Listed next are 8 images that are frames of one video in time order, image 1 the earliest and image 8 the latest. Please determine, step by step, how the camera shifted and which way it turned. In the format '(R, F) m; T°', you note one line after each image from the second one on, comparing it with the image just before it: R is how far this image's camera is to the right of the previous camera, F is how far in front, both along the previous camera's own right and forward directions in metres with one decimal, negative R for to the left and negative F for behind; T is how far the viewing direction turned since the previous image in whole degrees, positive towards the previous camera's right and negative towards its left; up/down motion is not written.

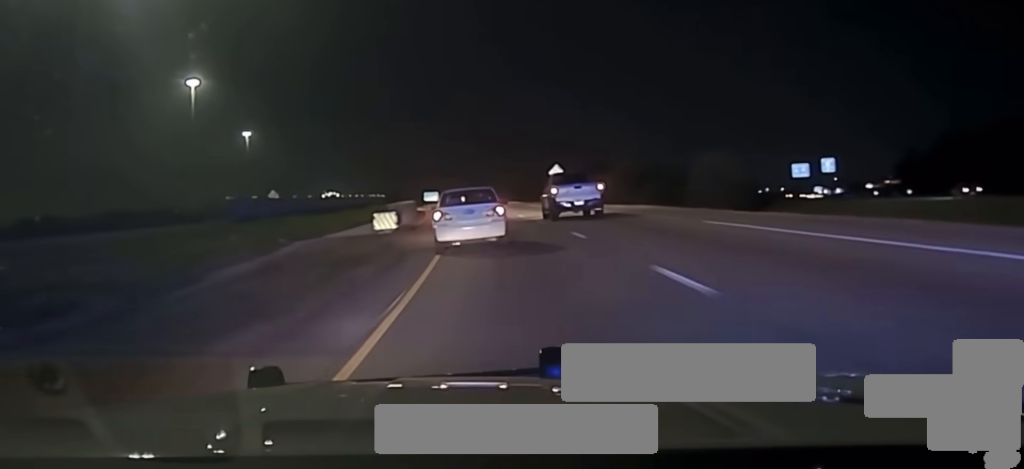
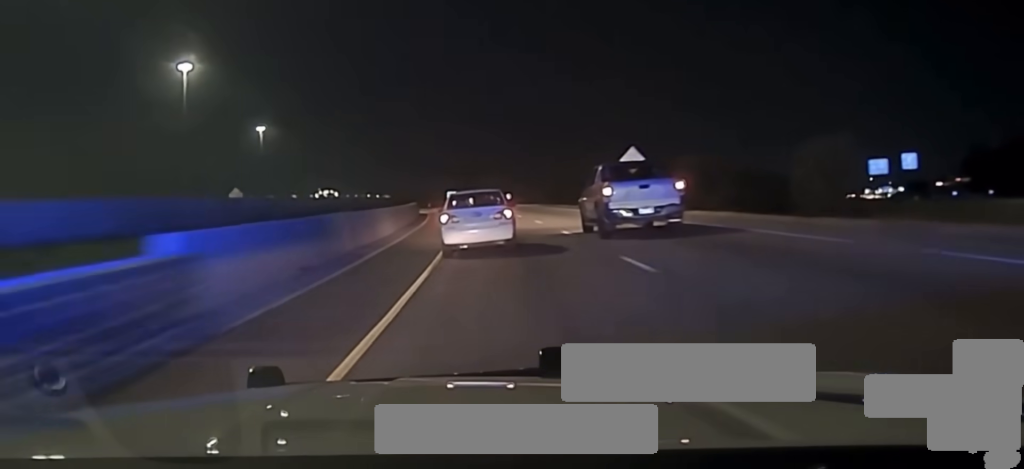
(-0.6, +31.4) m; -2°
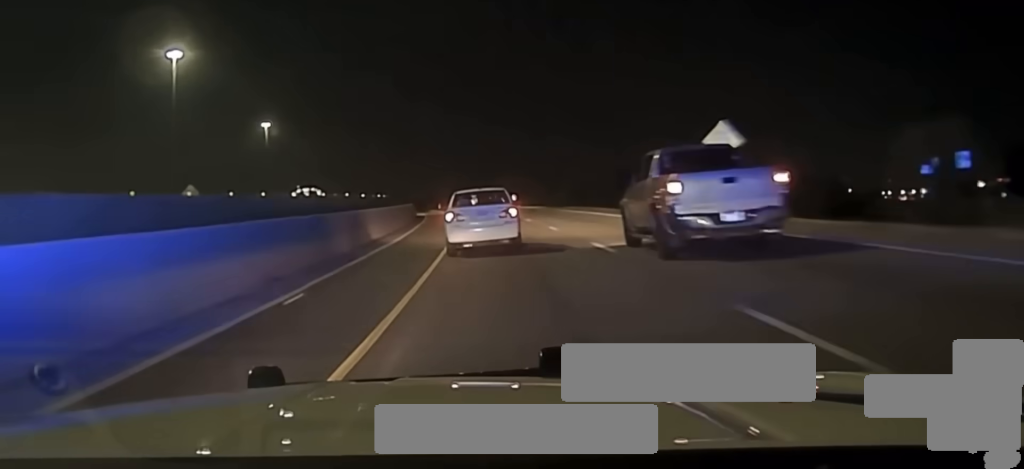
(-0.1, +20.1) m; -1°
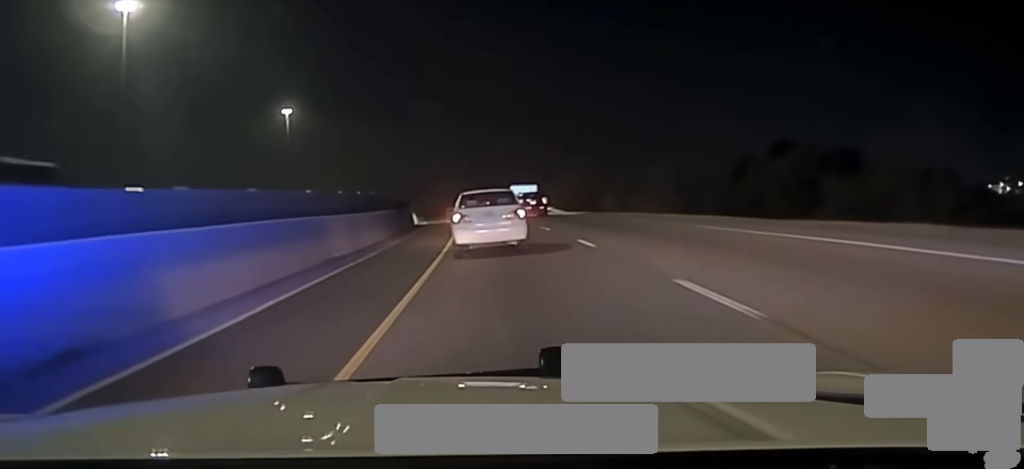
(-1.7, +56.1) m; -3°
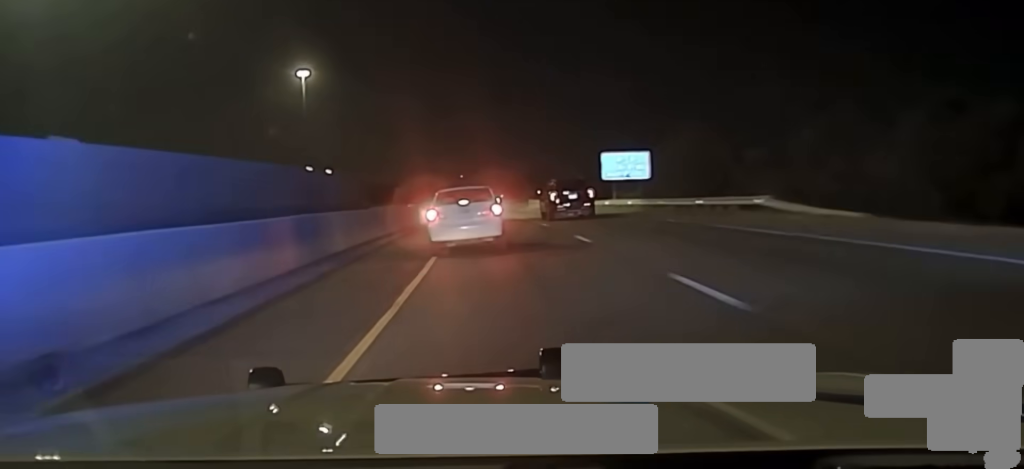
(-2.3, +60.6) m; -4°
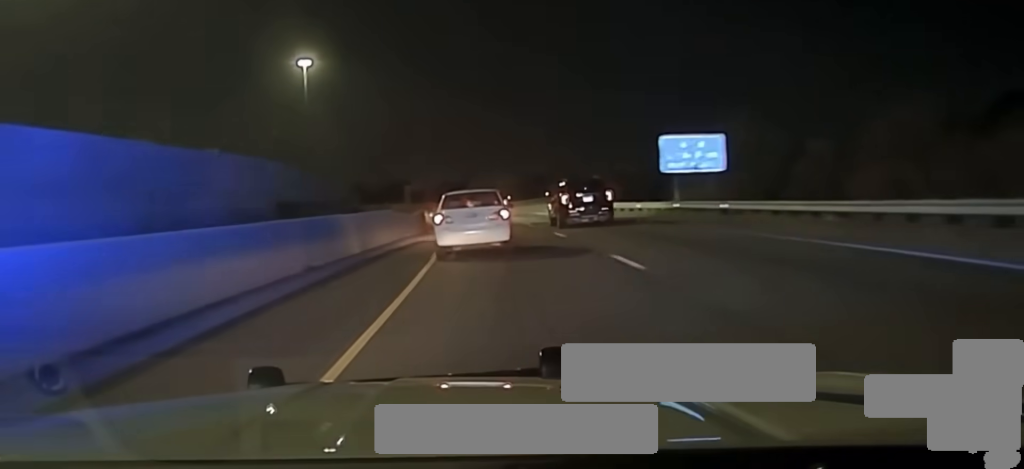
(-0.2, +19.6) m; -1°
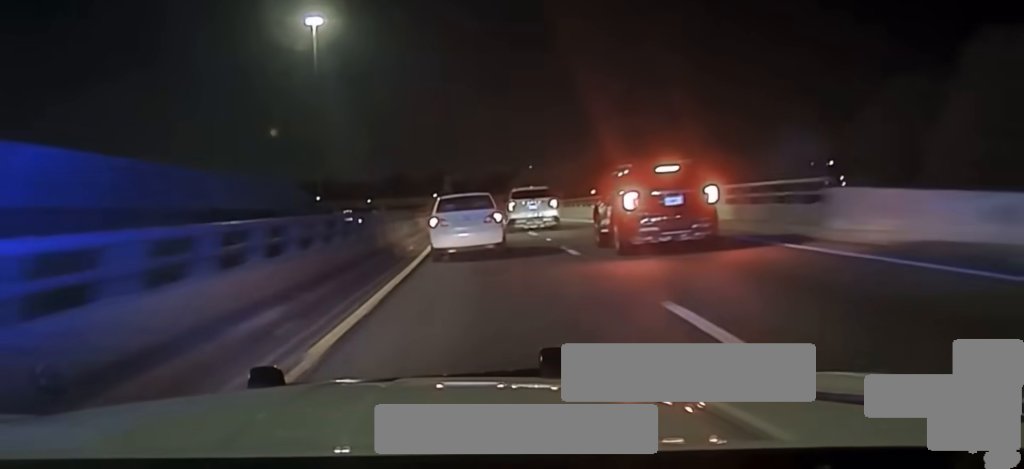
(-0.8, +54.5) m; -3°
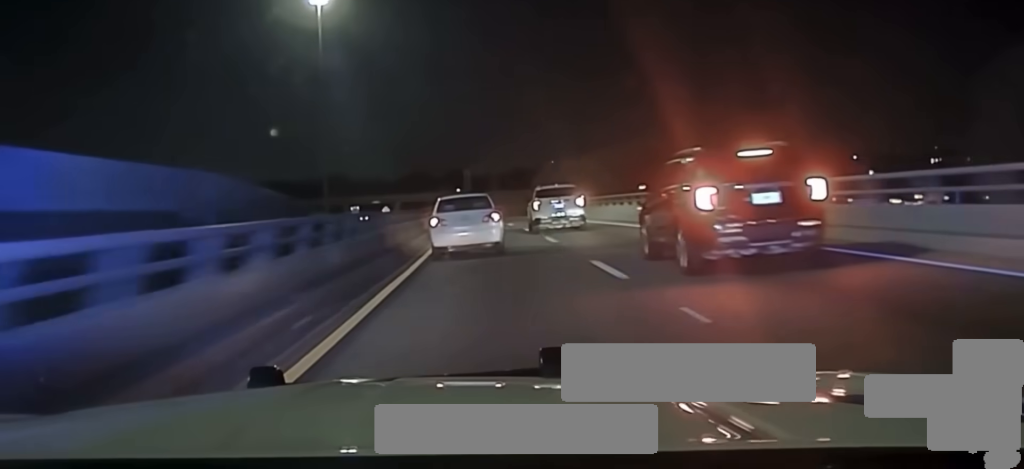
(-0.3, +18.4) m; -2°
